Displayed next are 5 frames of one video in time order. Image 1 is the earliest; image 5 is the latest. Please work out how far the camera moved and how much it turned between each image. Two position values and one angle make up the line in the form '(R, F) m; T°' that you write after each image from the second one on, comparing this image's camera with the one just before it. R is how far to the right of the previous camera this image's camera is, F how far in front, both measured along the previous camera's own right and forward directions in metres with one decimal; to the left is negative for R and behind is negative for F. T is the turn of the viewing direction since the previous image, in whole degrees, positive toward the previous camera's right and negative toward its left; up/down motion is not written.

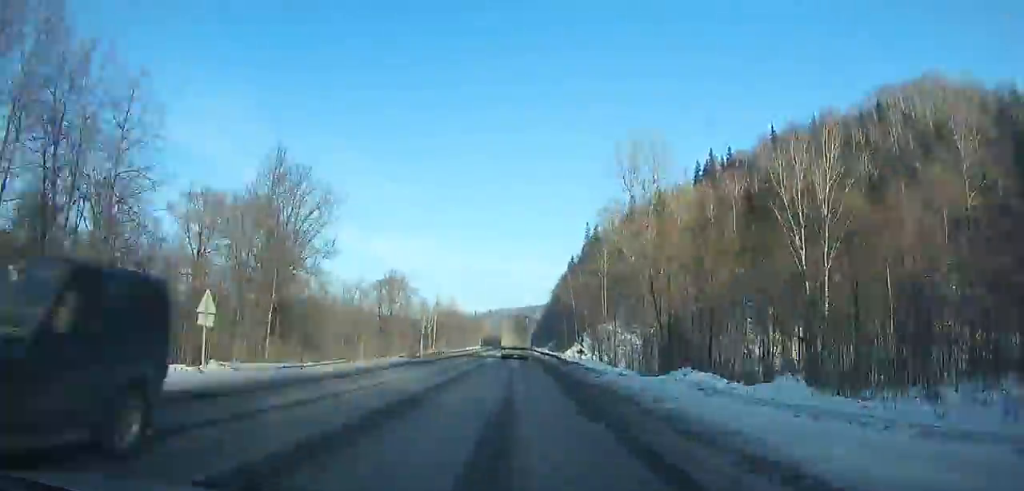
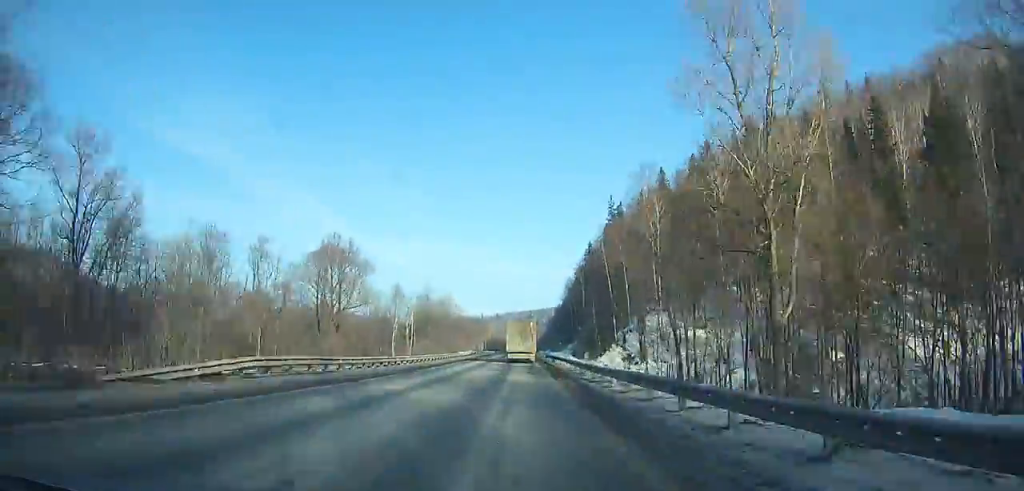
(-0.3, +39.5) m; 0°
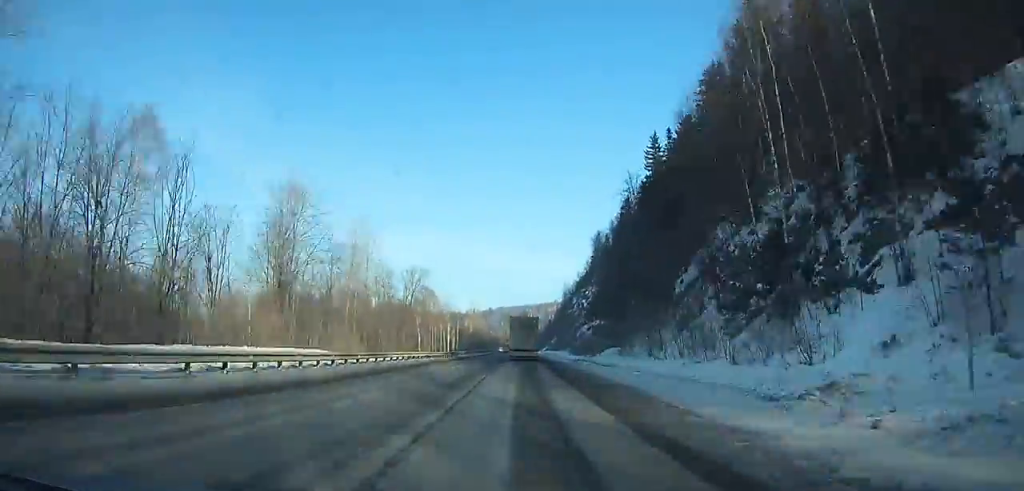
(0.0, +106.4) m; 0°
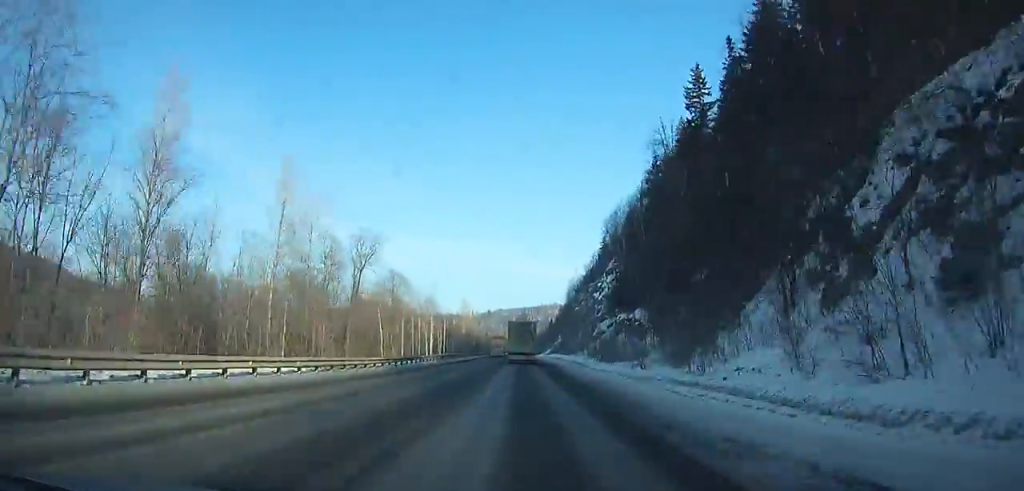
(+0.1, +28.1) m; 0°
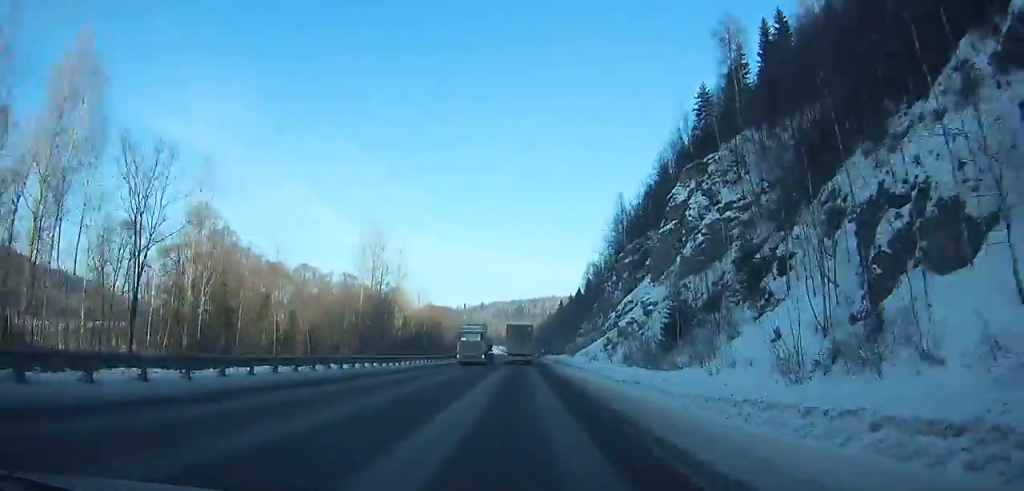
(+0.6, +132.2) m; 0°
